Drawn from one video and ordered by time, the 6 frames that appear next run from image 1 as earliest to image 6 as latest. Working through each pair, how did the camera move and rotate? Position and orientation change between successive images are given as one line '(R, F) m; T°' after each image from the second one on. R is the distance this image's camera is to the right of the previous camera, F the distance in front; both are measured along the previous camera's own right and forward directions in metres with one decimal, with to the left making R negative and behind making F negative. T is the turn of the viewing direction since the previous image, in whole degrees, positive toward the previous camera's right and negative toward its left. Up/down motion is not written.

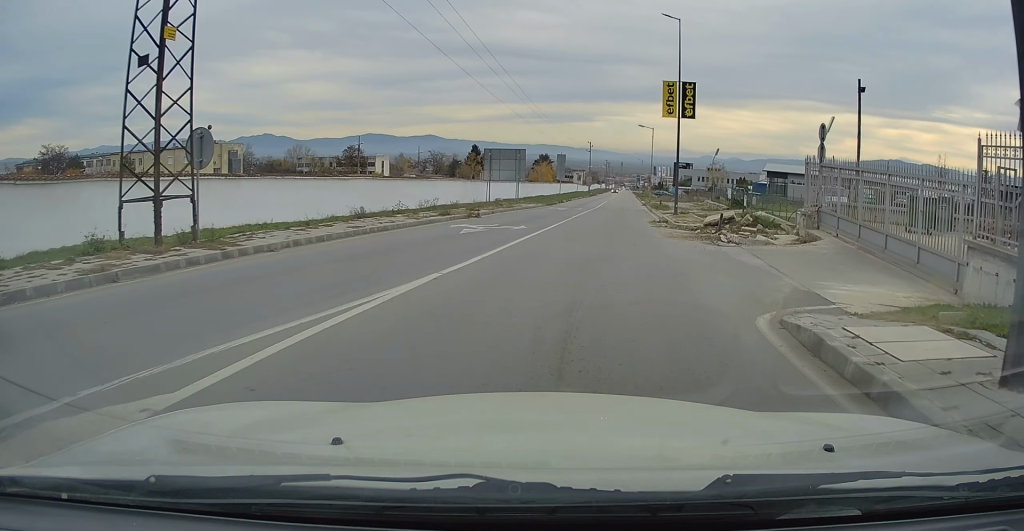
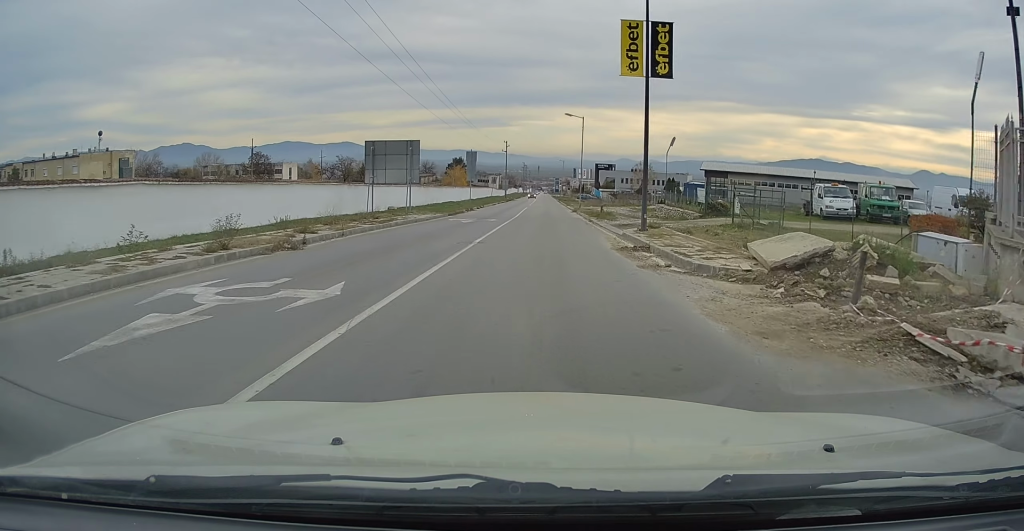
(+0.8, +12.9) m; +6°
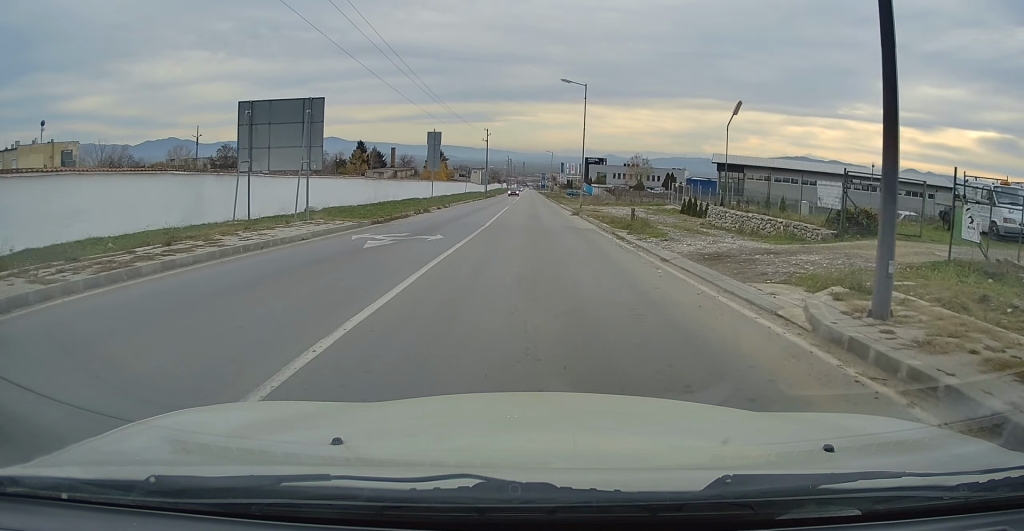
(+0.5, +15.6) m; +2°
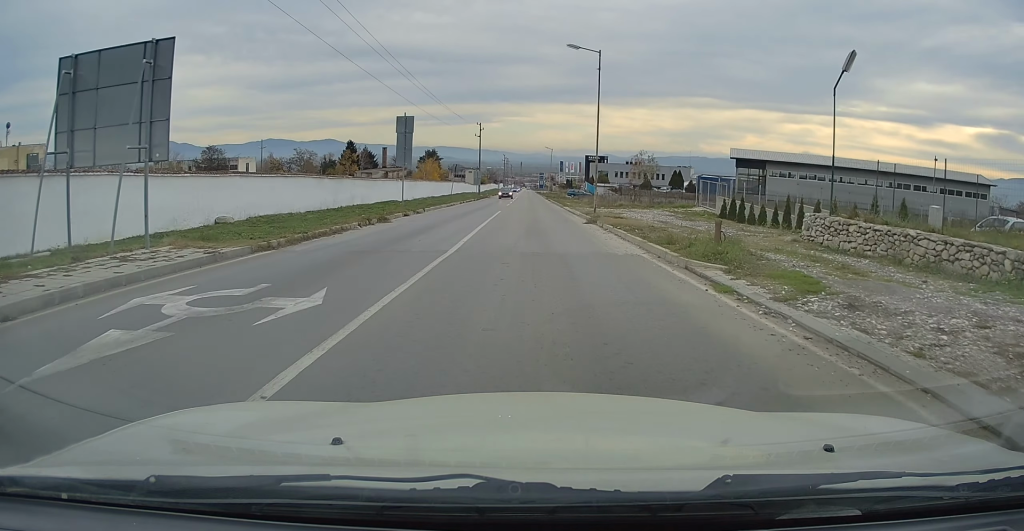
(0.0, +10.1) m; +1°
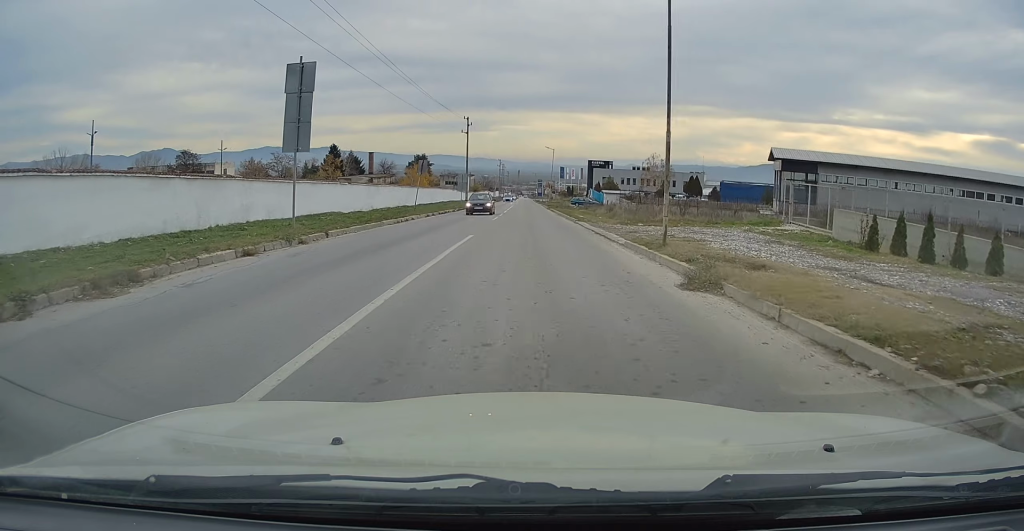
(+0.3, +16.8) m; 0°
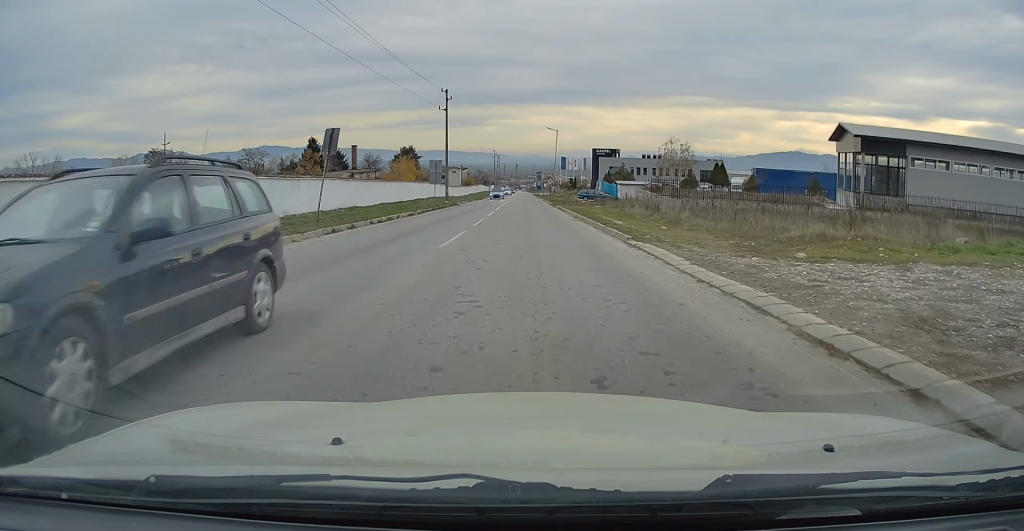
(-0.2, +18.2) m; 0°
